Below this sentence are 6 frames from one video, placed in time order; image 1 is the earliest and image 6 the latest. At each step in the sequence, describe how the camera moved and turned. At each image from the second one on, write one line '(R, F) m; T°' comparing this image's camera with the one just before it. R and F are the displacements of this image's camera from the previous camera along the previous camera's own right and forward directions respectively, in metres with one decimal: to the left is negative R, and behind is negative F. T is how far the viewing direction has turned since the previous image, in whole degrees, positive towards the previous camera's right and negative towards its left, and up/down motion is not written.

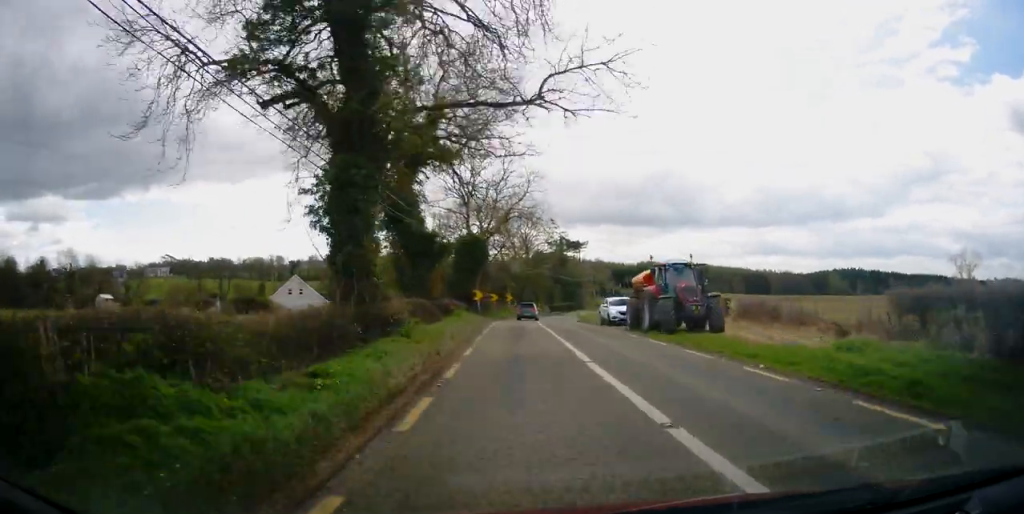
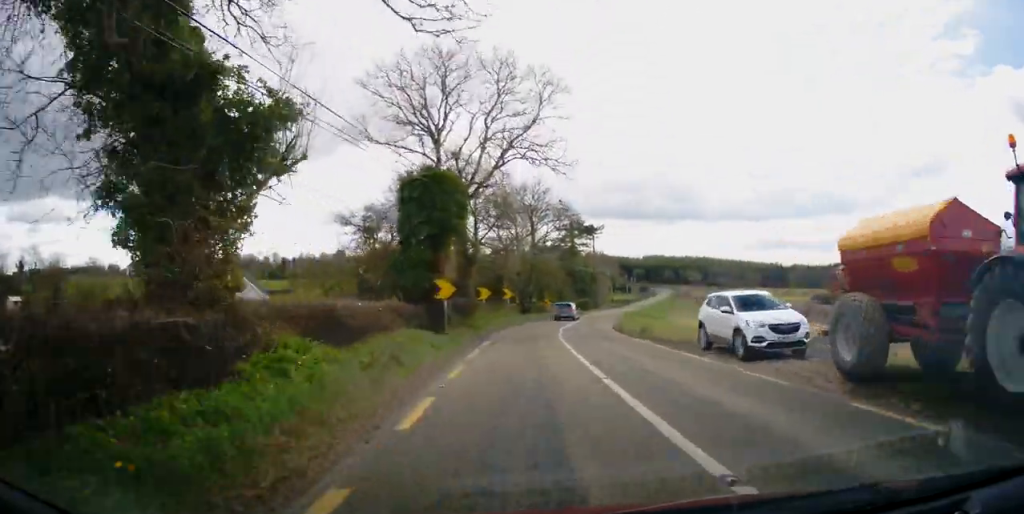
(-0.1, +19.7) m; 0°
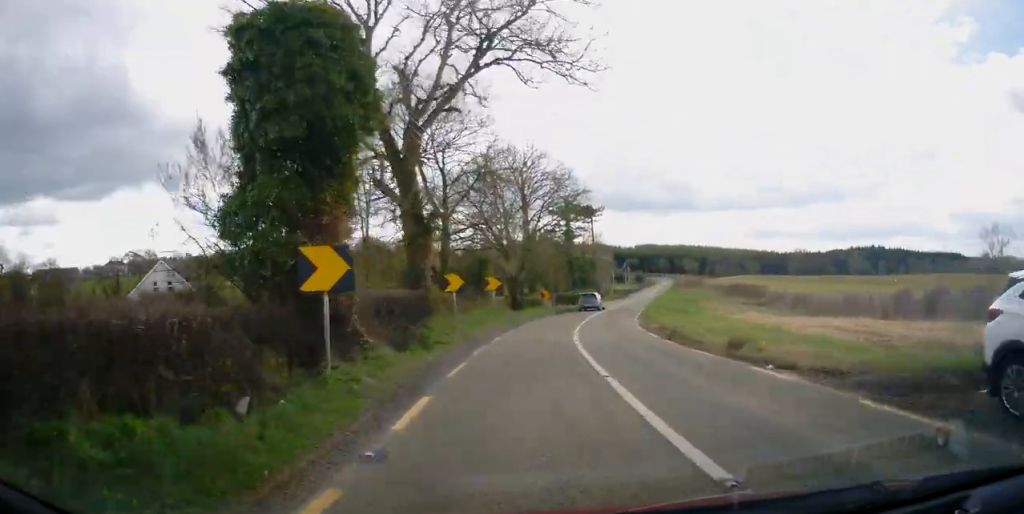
(0.0, +12.0) m; +1°
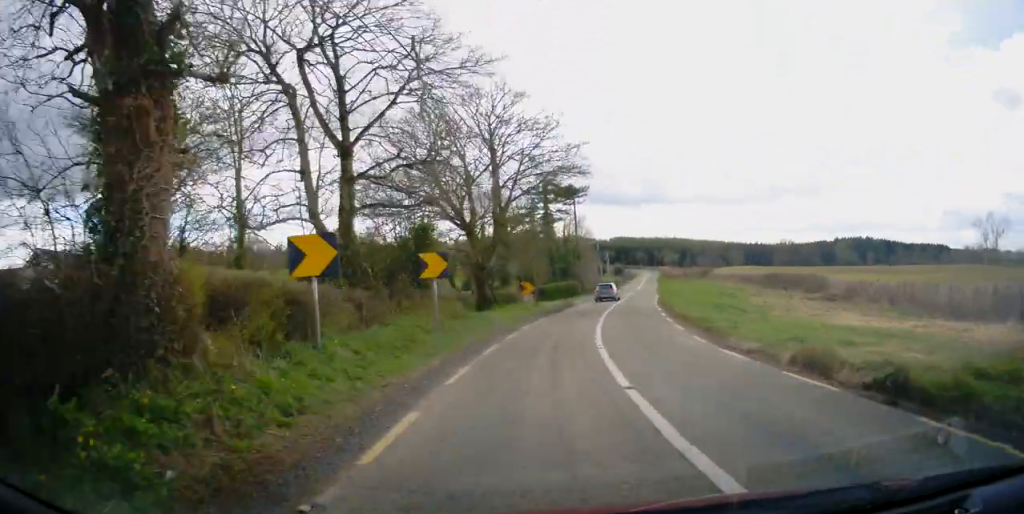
(-0.1, +13.2) m; +1°
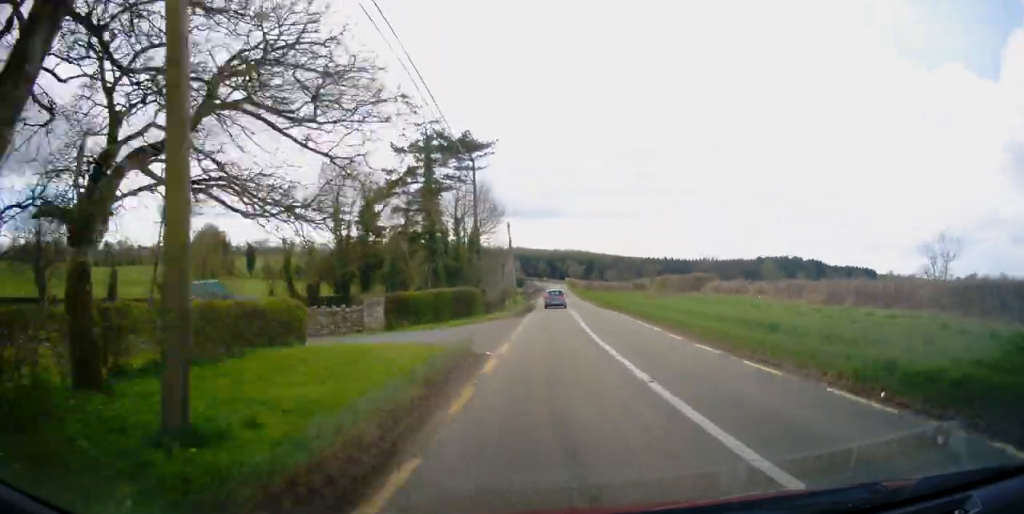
(+2.0, +28.8) m; +7°
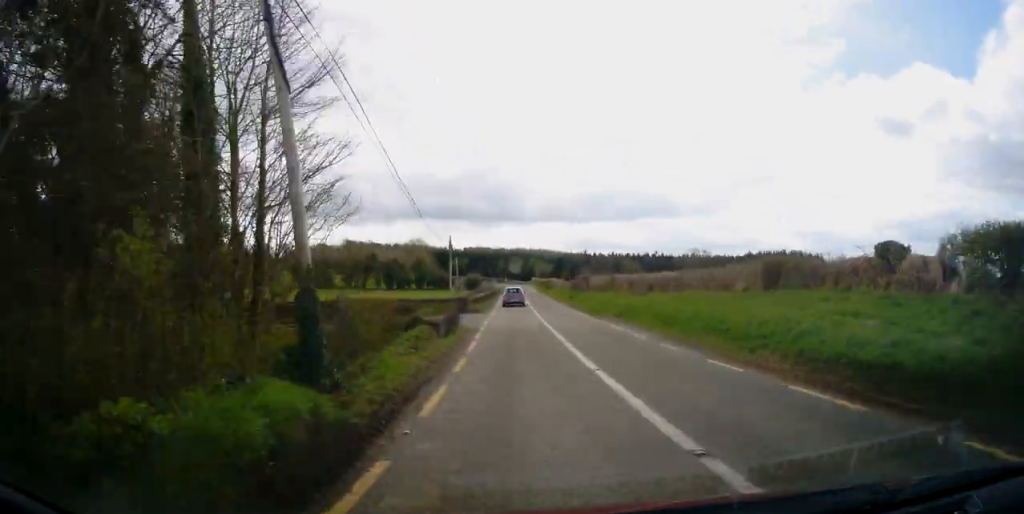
(+2.9, +39.3) m; +7°
